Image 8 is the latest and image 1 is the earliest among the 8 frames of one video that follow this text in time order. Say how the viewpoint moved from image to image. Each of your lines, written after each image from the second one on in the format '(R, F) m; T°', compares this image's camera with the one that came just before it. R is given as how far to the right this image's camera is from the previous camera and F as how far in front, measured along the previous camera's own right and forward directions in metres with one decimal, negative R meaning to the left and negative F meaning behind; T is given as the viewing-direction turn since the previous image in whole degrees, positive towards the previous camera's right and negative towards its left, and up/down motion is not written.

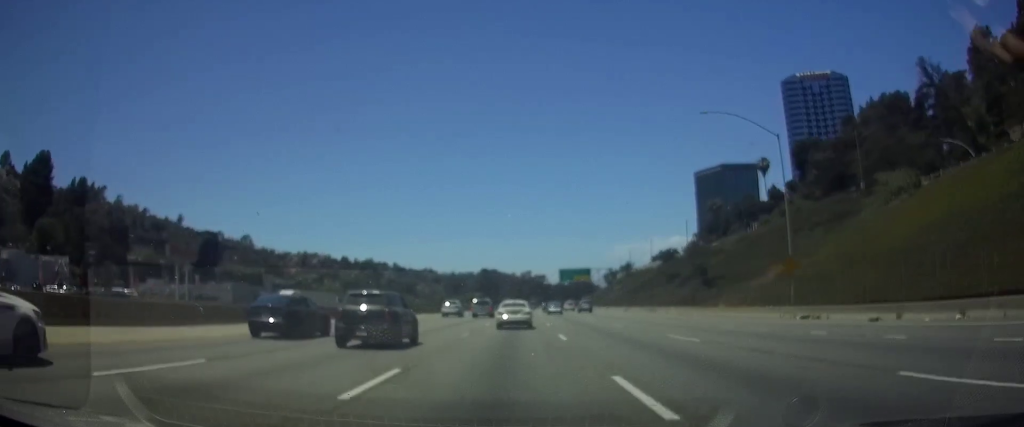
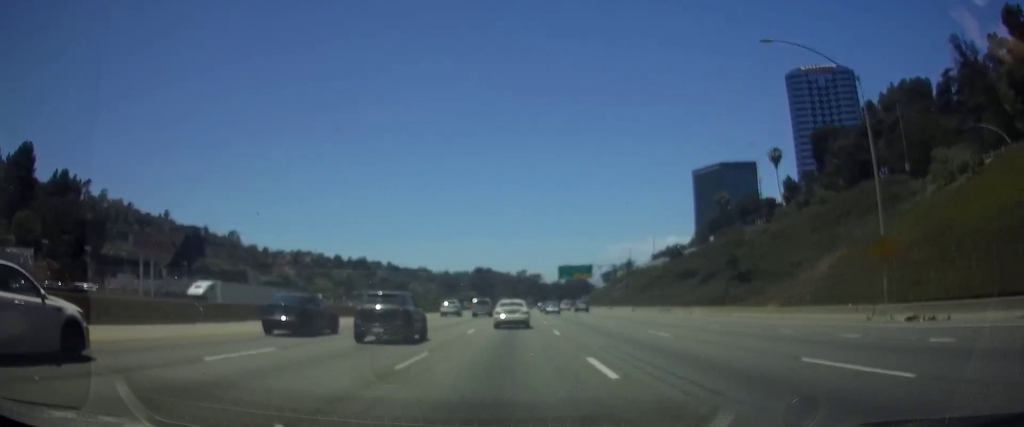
(0.0, +11.2) m; 0°
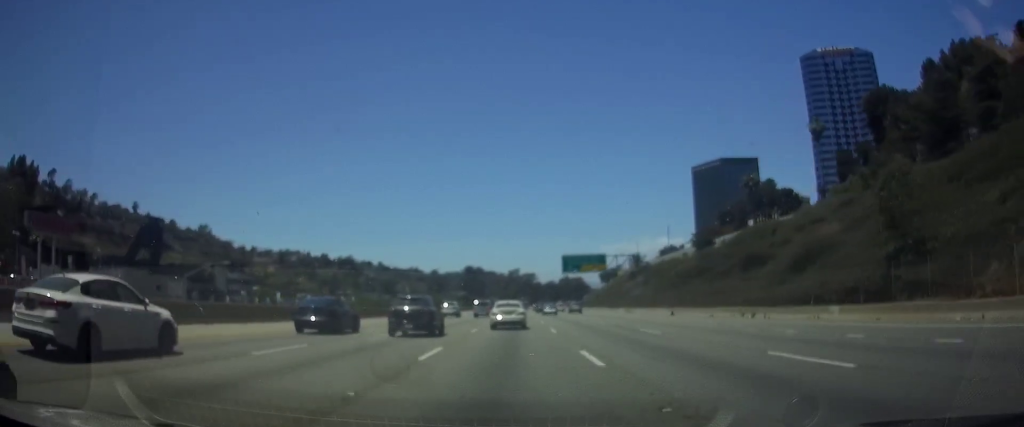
(+0.3, +27.4) m; +1°
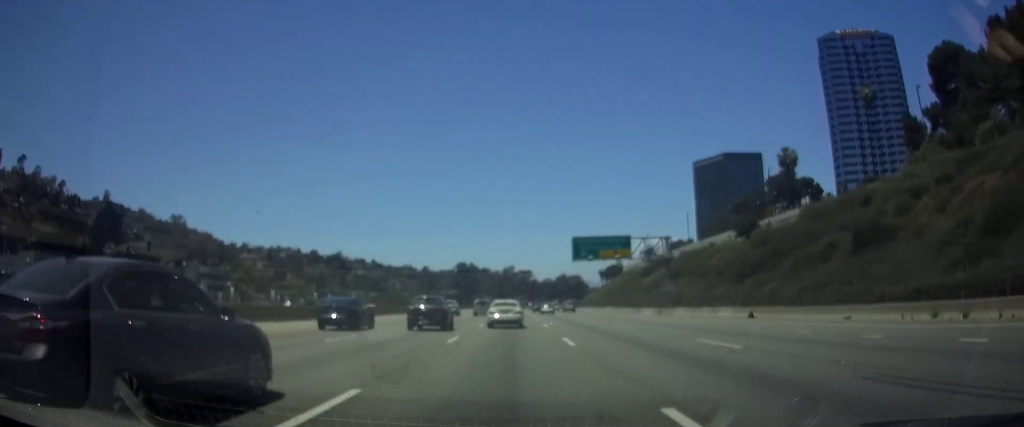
(0.0, +23.8) m; 0°
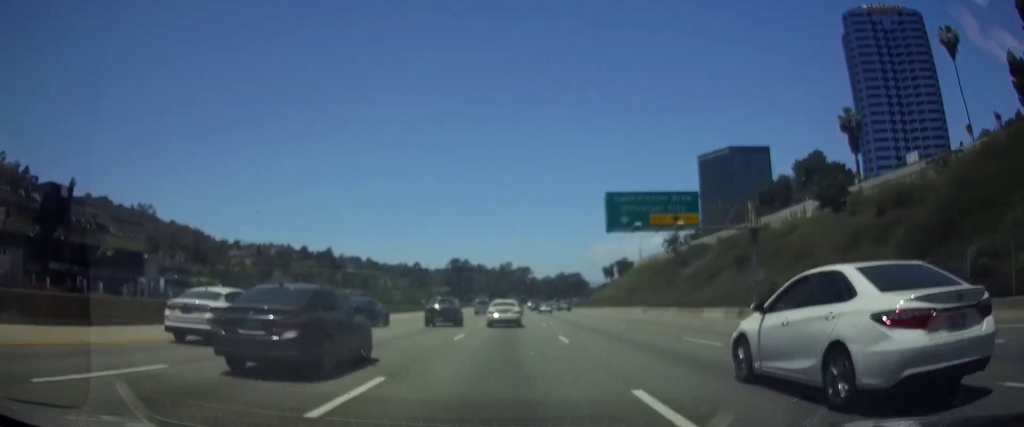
(+0.1, +28.0) m; 0°
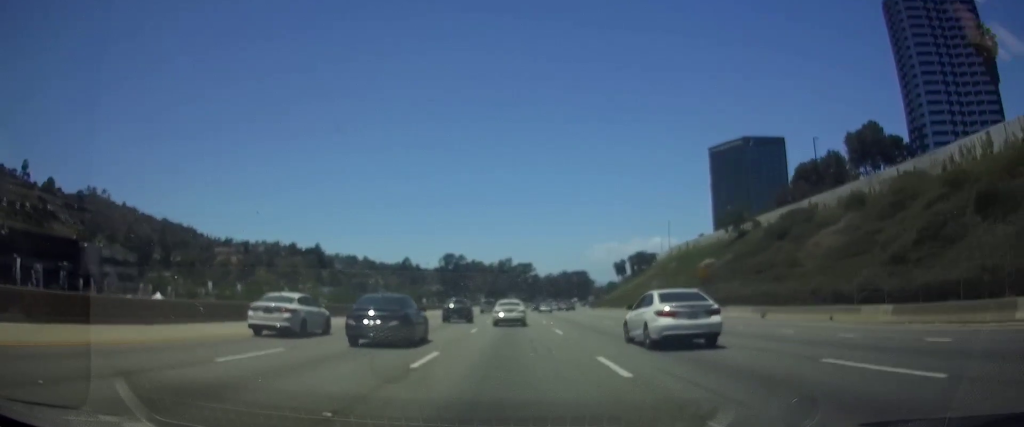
(-0.2, +38.9) m; 0°
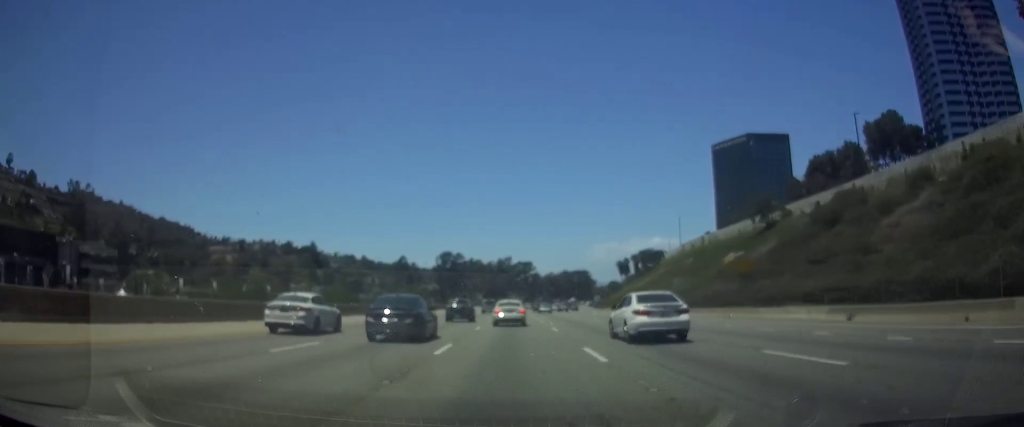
(0.0, +11.8) m; 0°
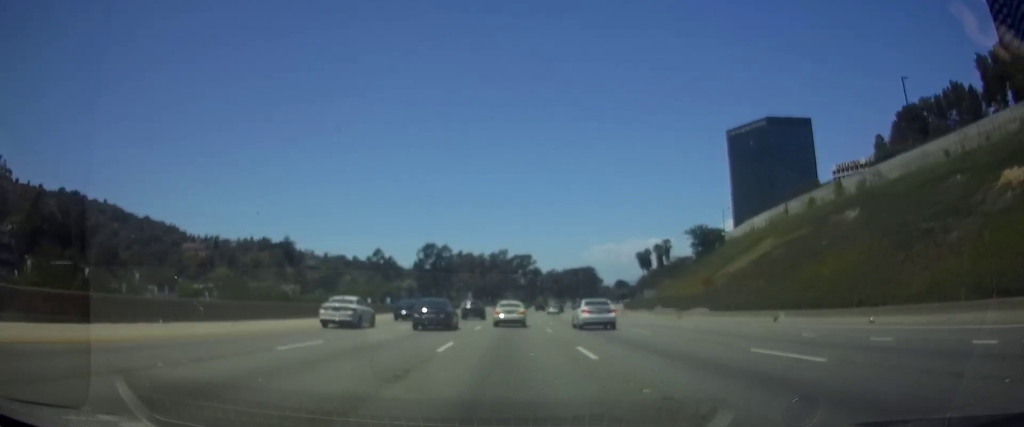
(+0.2, +57.9) m; 0°
